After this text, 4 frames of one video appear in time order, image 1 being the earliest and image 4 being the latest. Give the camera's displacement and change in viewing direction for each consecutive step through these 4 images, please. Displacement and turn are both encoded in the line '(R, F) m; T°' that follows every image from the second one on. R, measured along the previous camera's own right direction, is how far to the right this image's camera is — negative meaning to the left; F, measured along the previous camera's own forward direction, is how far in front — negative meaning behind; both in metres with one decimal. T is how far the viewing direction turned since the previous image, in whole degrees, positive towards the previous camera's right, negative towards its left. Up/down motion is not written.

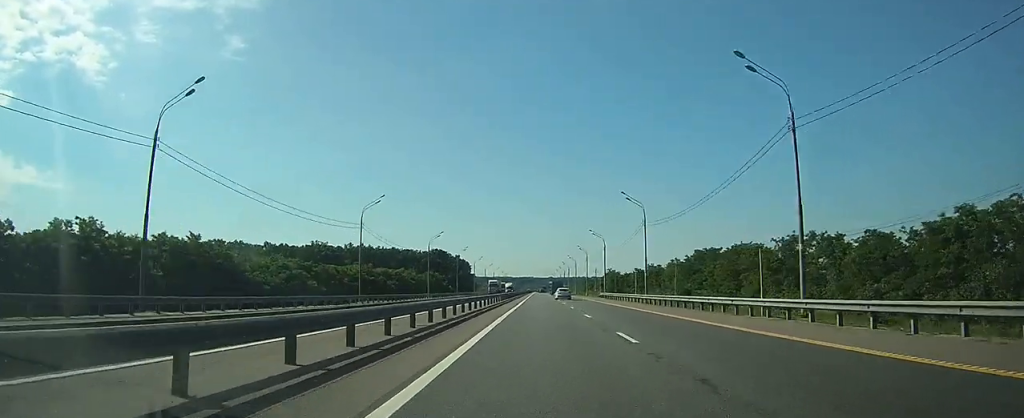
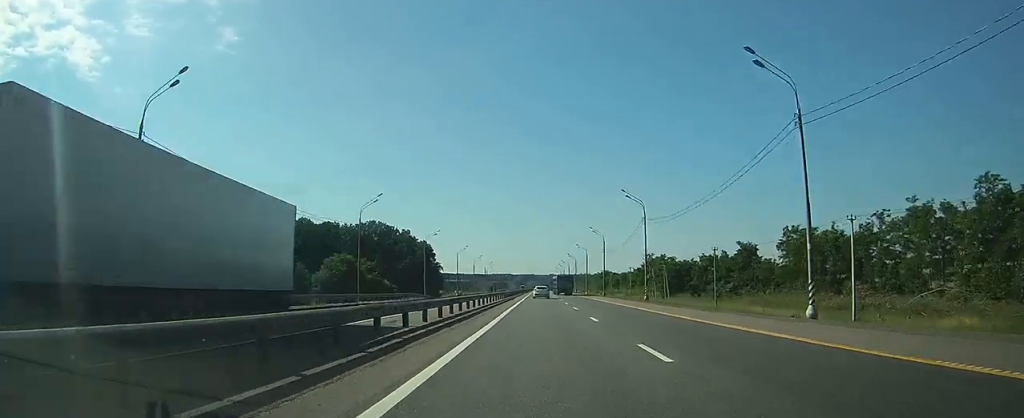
(-0.1, +101.5) m; 0°
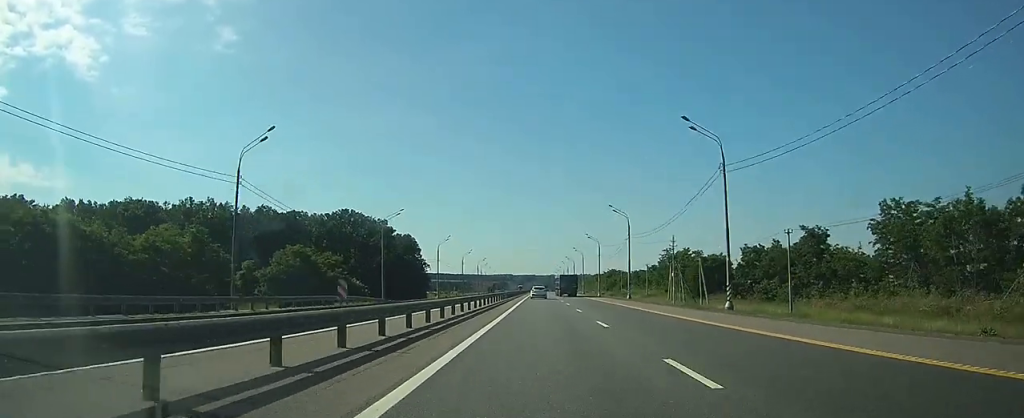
(0.0, +30.2) m; 0°
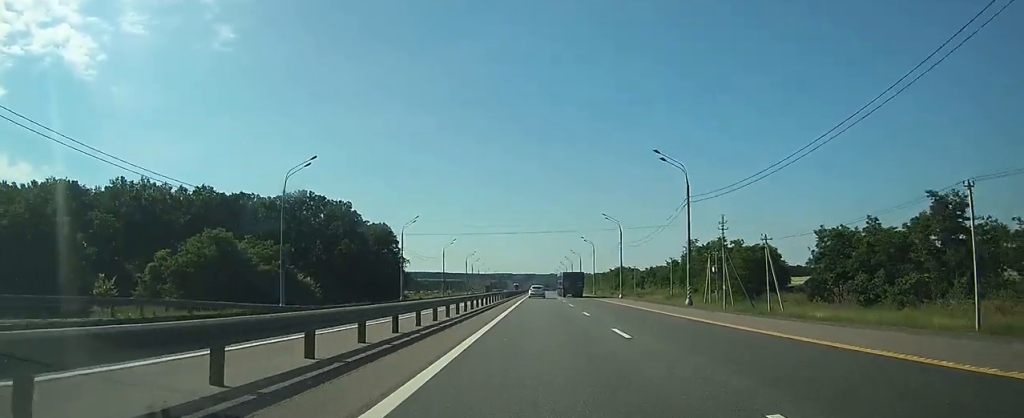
(+0.1, +32.8) m; 0°
